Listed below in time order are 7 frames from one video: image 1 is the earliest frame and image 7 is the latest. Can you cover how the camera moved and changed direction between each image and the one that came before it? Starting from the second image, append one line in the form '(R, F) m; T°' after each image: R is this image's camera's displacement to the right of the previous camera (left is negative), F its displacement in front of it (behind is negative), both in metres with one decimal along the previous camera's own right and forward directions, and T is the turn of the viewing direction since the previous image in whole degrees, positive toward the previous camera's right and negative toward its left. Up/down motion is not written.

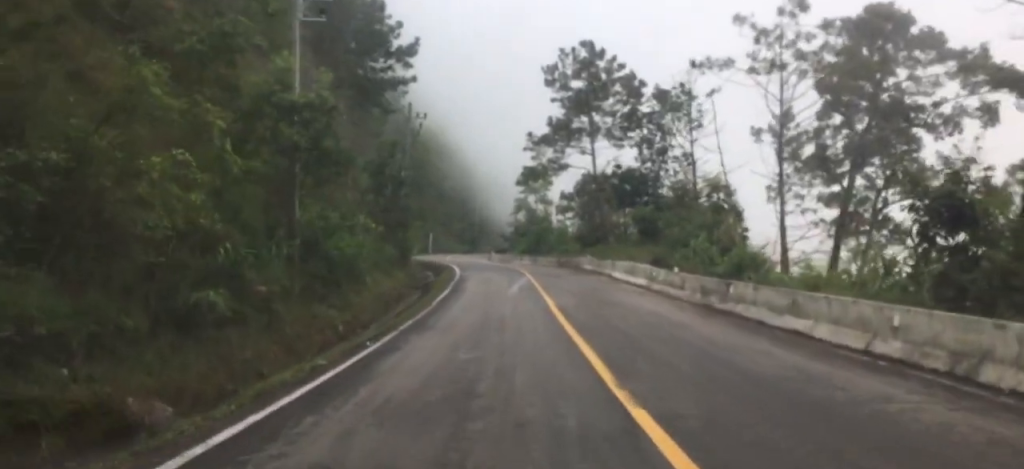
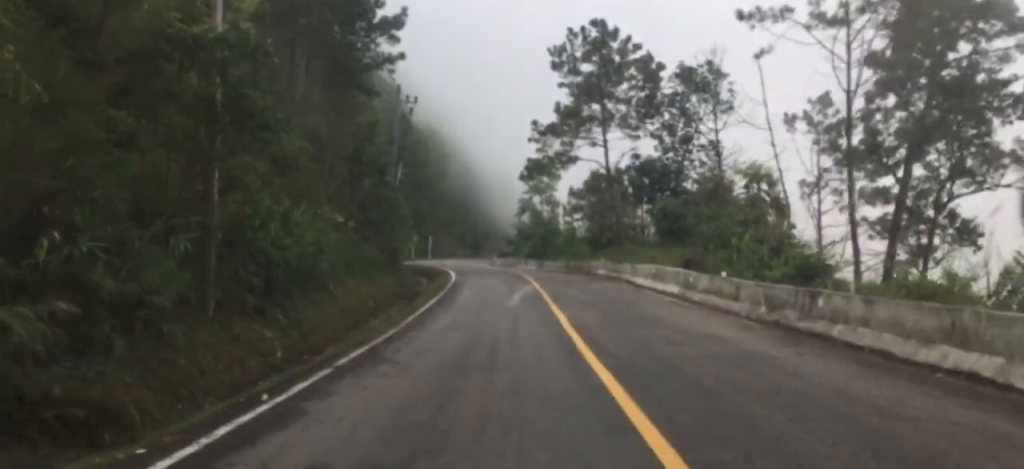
(-0.2, +6.2) m; -4°
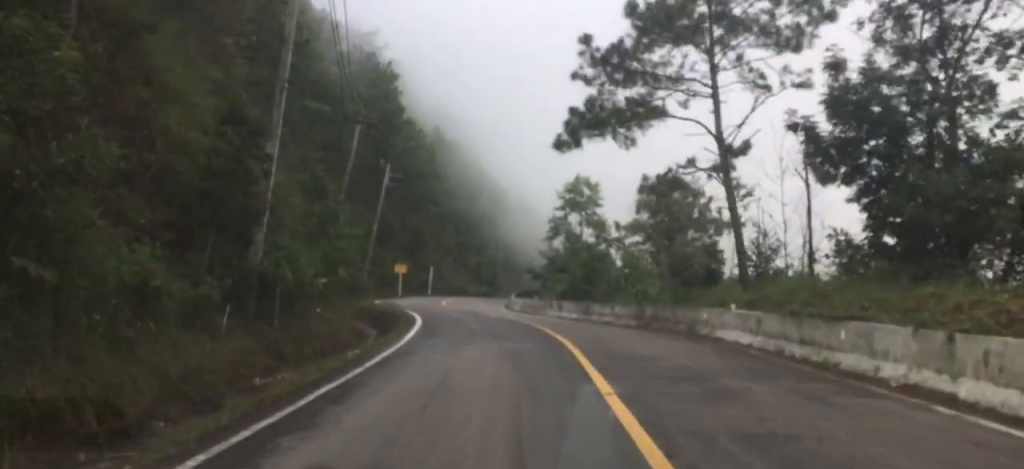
(-1.8, +23.9) m; -6°
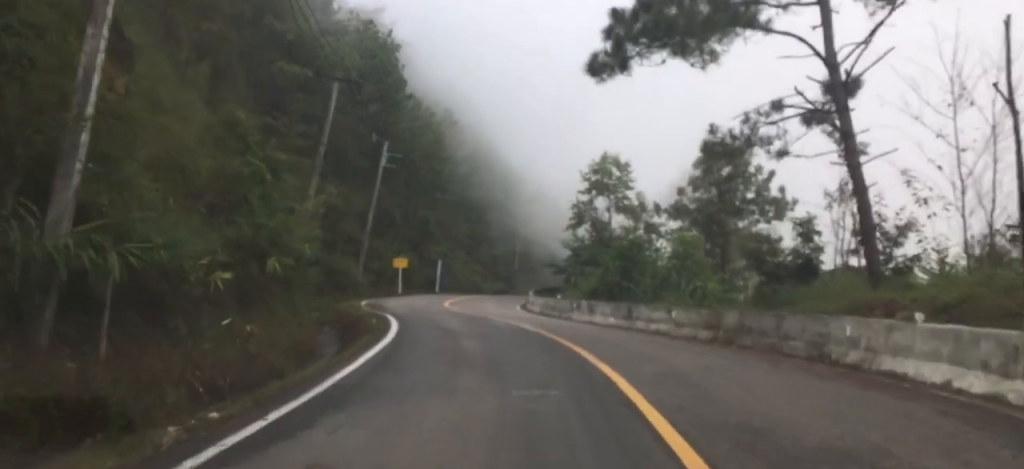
(0.0, +8.8) m; +8°
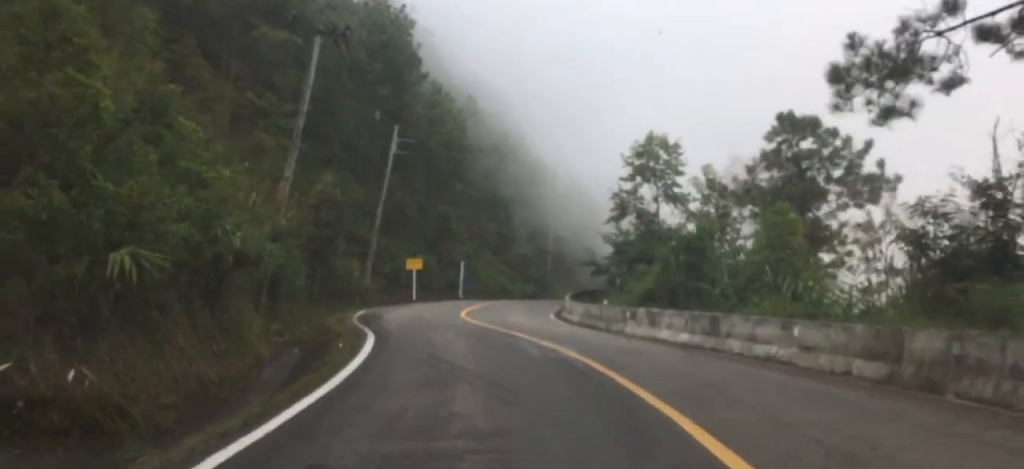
(+0.9, +7.4) m; +2°
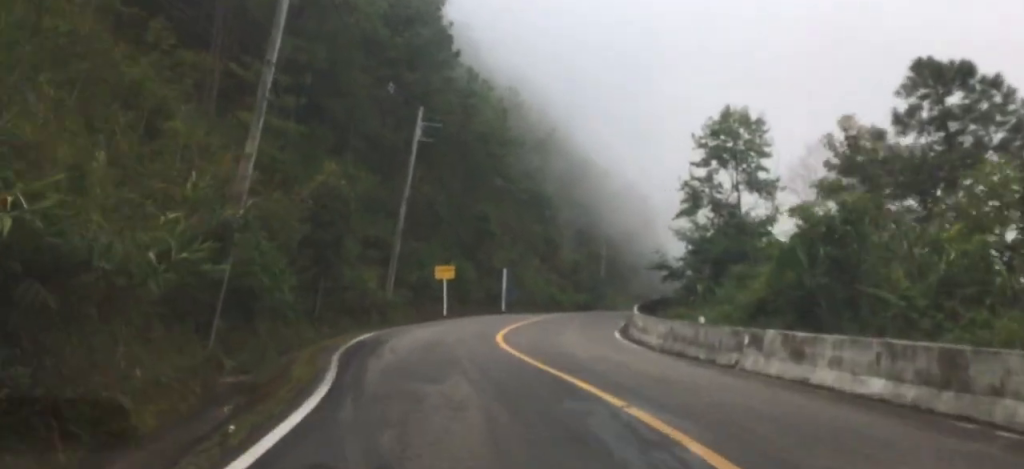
(-0.3, +7.5) m; -11°
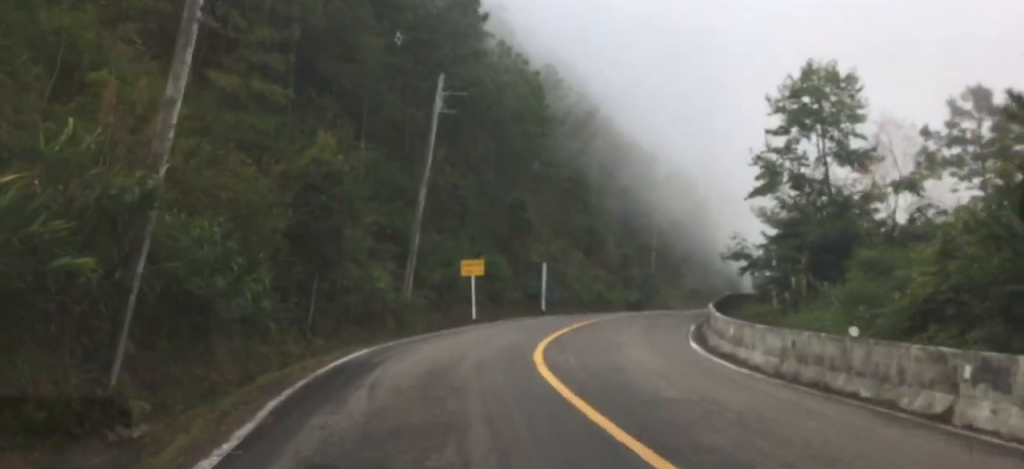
(-1.0, +6.1) m; -9°
